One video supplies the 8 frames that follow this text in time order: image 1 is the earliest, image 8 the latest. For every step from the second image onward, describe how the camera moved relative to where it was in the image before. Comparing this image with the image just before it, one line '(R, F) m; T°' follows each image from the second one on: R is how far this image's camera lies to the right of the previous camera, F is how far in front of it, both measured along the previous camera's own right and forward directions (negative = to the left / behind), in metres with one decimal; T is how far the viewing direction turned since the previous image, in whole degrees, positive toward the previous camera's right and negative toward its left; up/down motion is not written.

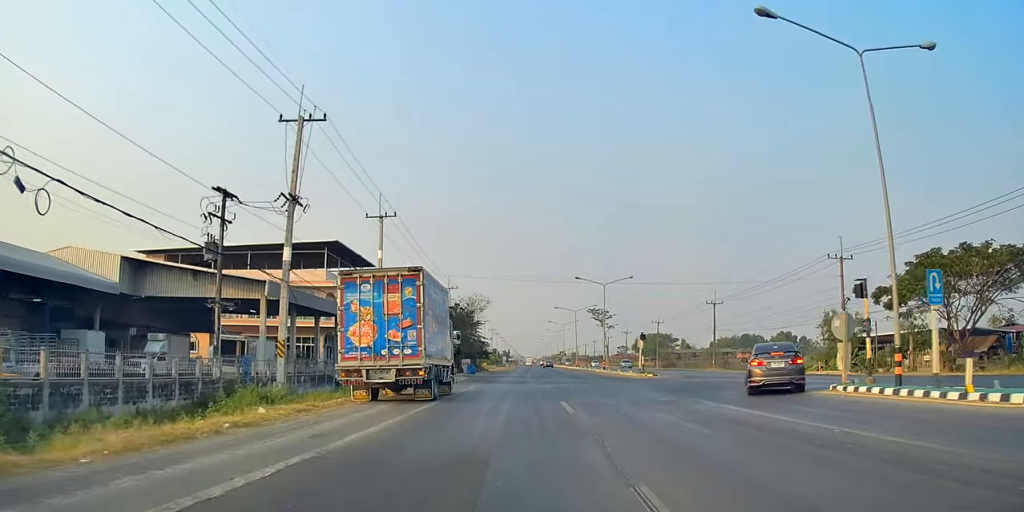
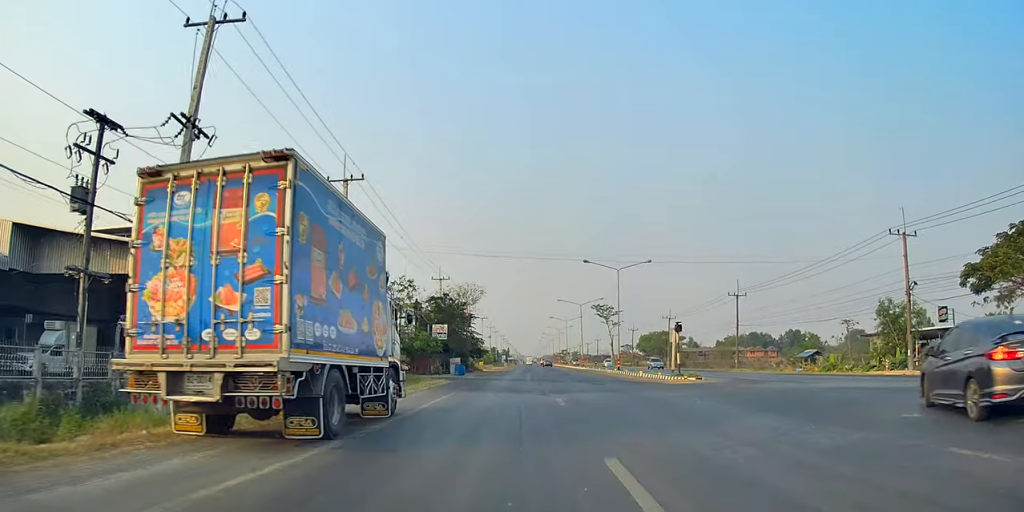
(-0.4, +10.6) m; +1°
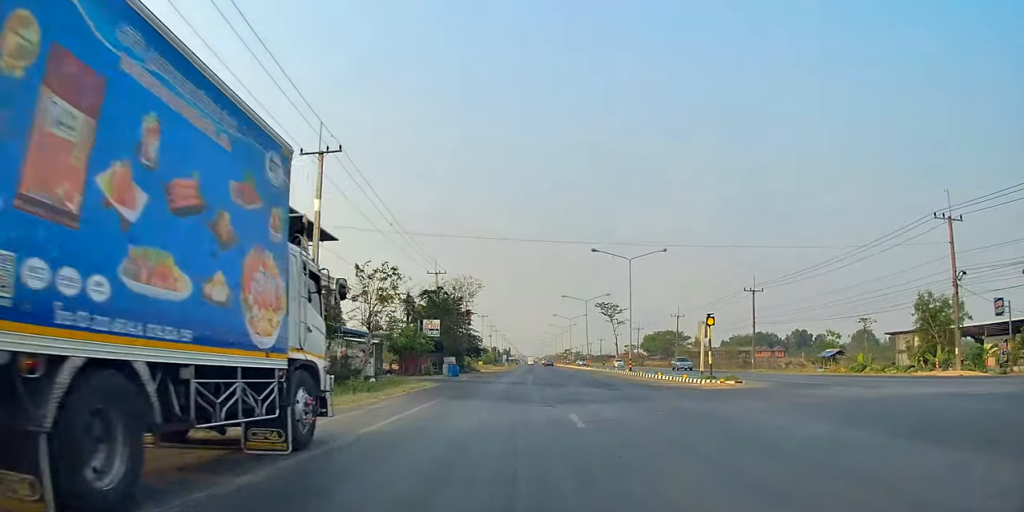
(-0.5, +5.6) m; +2°
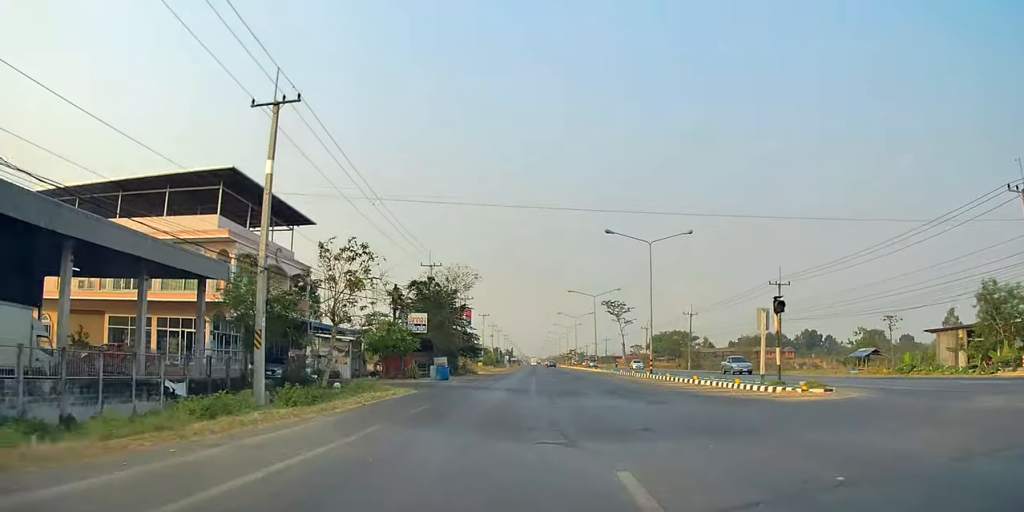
(+0.6, +7.4) m; 0°
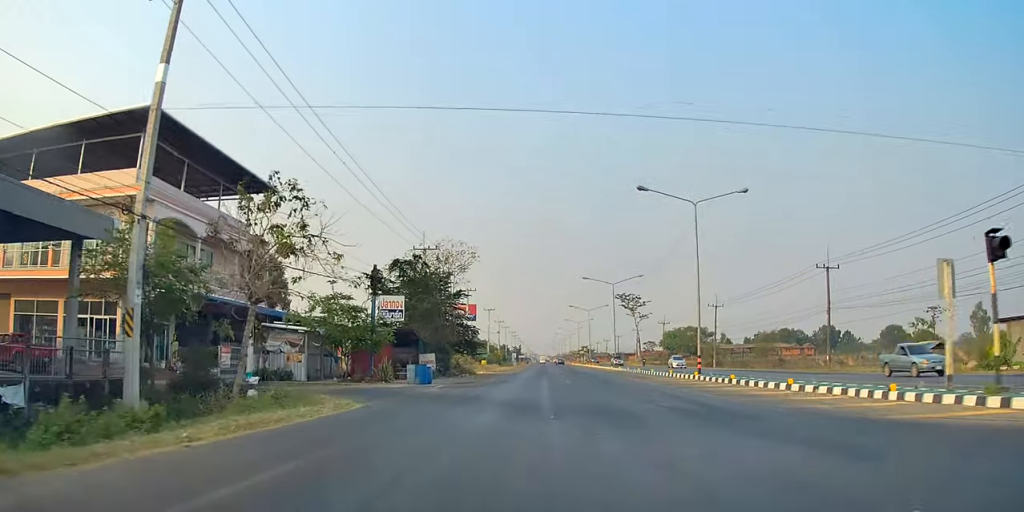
(+0.6, +9.9) m; 0°
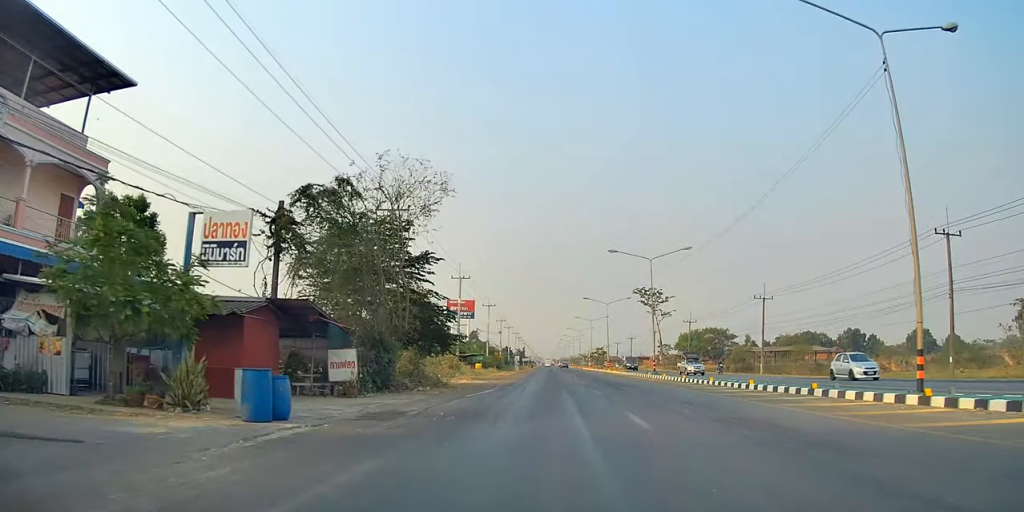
(-1.2, +19.0) m; -1°
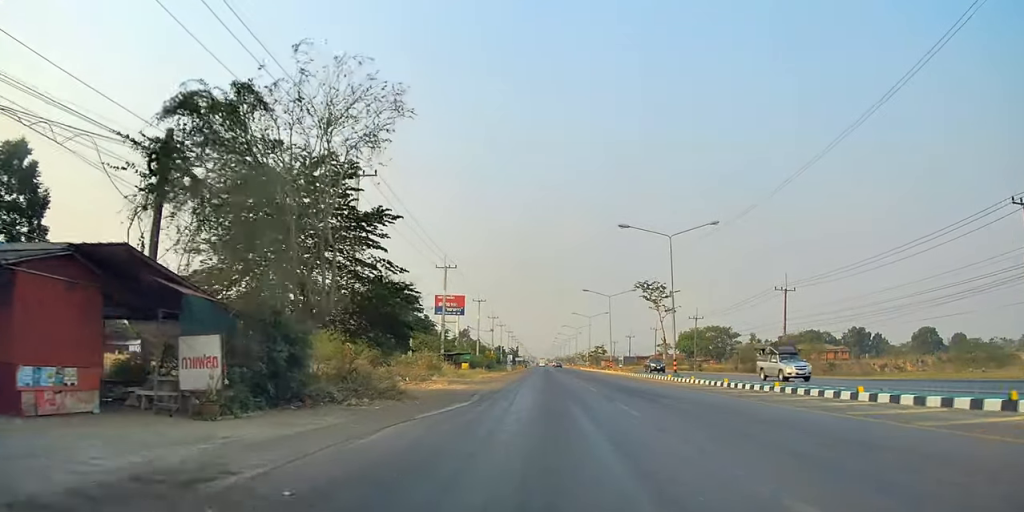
(+0.2, +9.3) m; +2°
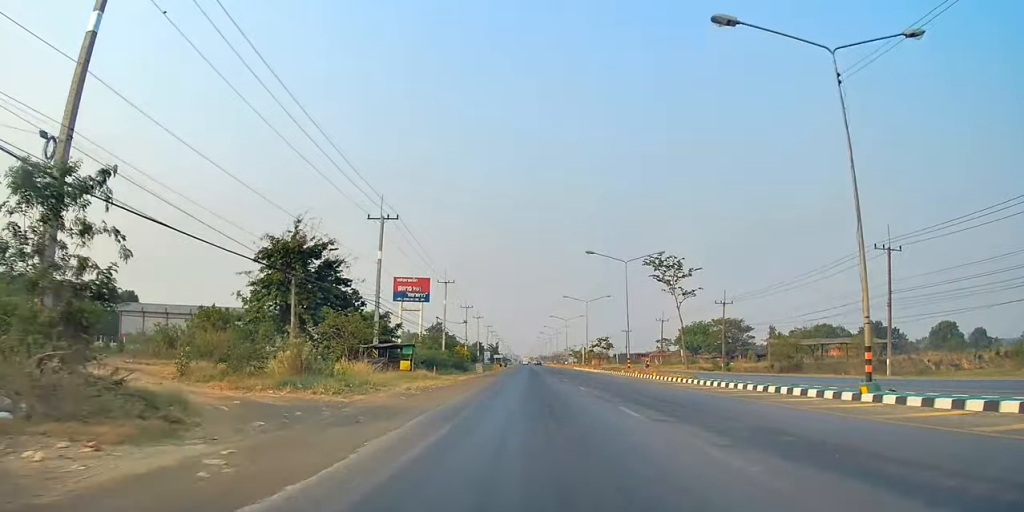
(+0.2, +26.2) m; +1°
